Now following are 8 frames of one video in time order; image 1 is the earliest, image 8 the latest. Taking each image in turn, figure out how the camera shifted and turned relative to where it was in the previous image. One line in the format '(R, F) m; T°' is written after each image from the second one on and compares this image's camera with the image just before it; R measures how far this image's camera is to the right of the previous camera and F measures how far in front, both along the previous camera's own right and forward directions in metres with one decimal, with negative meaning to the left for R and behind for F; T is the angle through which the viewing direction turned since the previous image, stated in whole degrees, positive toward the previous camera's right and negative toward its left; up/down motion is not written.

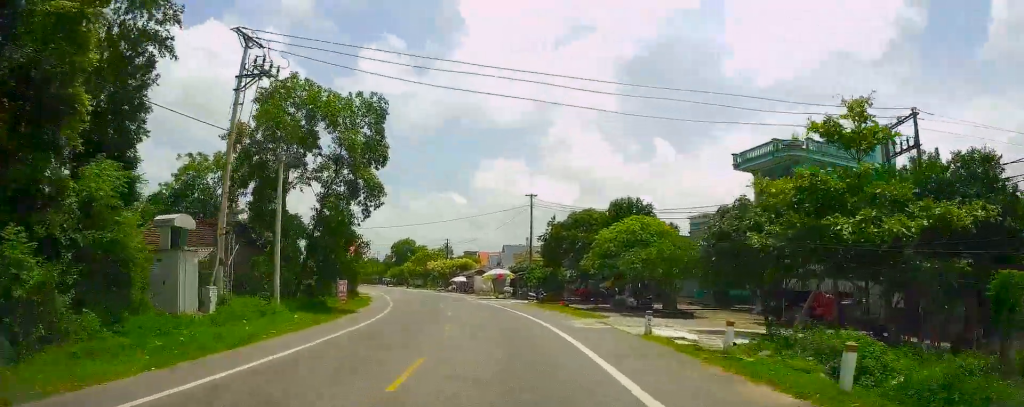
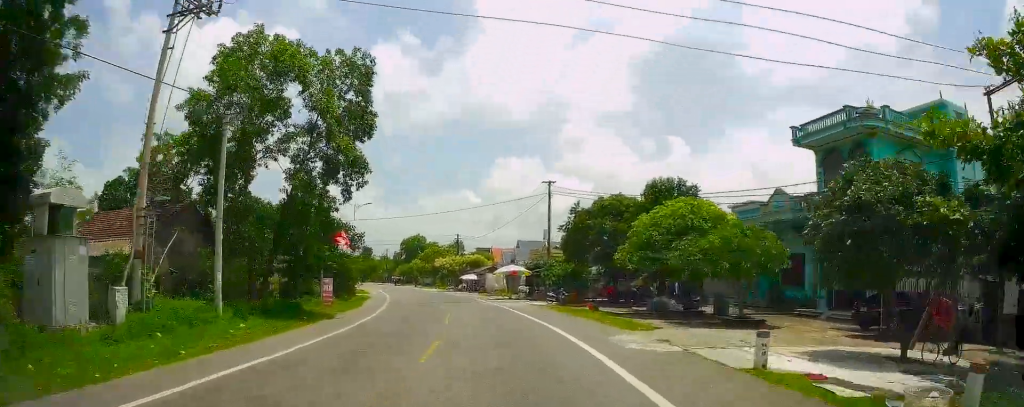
(+0.1, +6.6) m; -1°
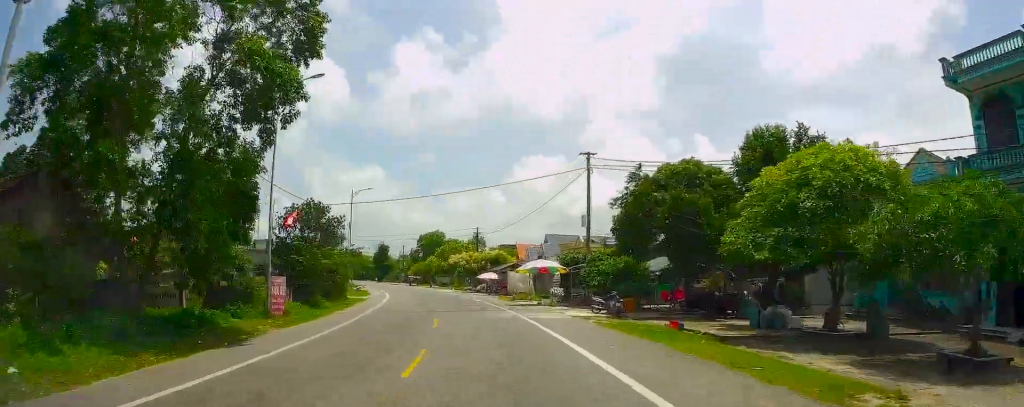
(-2.0, +11.7) m; -10°
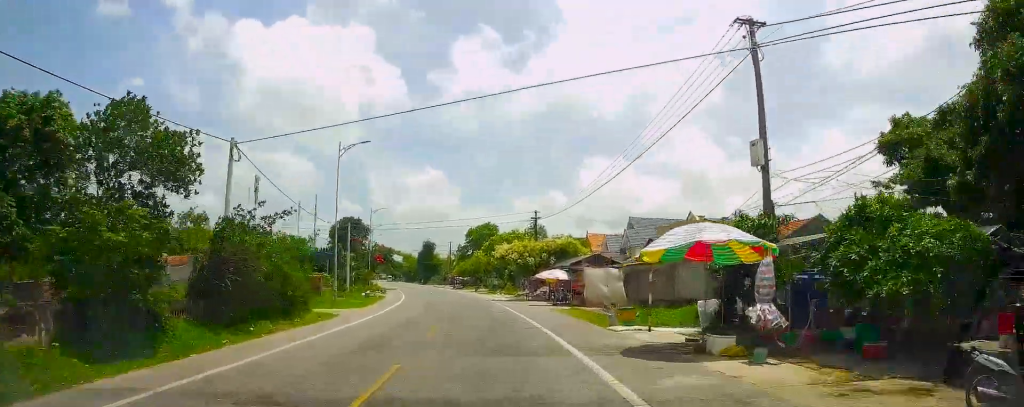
(-1.5, +22.4) m; -9°
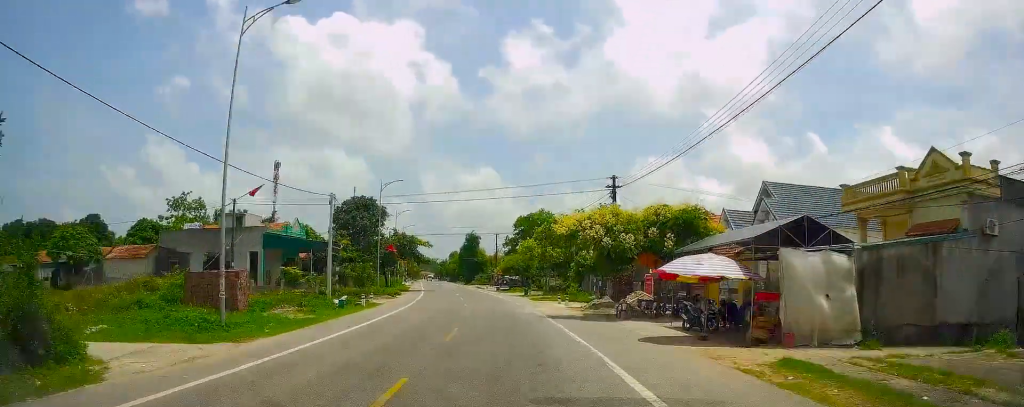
(-1.5, +21.9) m; -4°
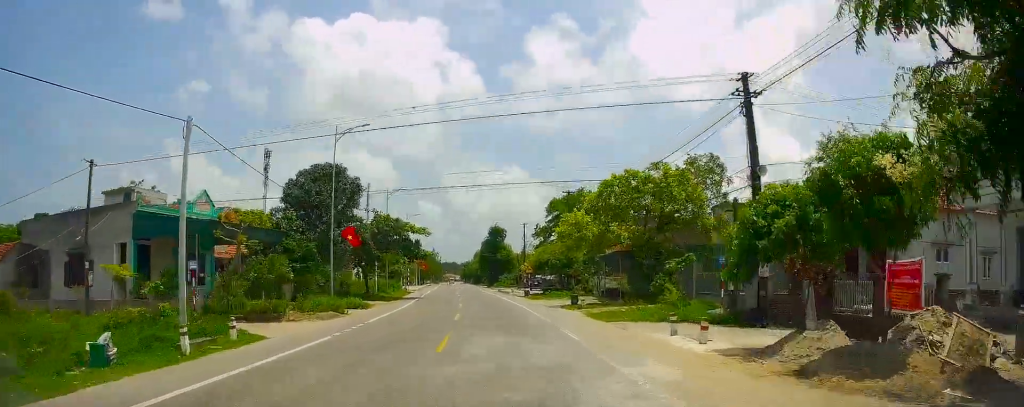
(-0.1, +22.5) m; -3°
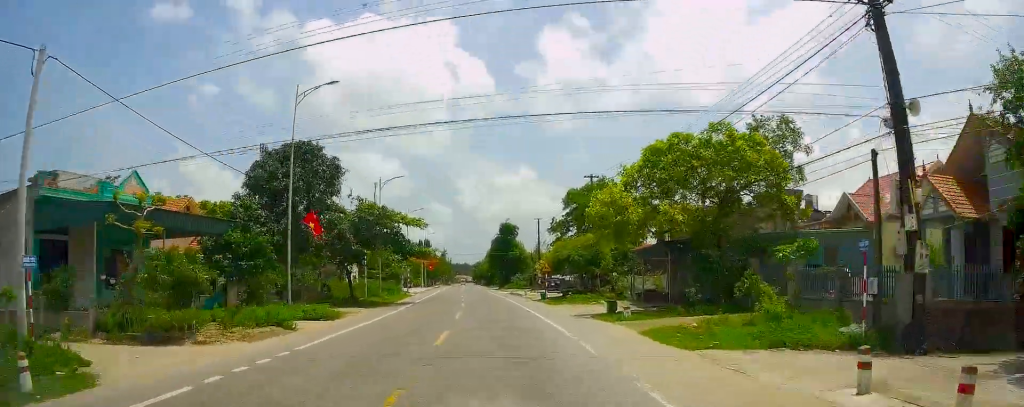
(-0.4, +8.9) m; -3°
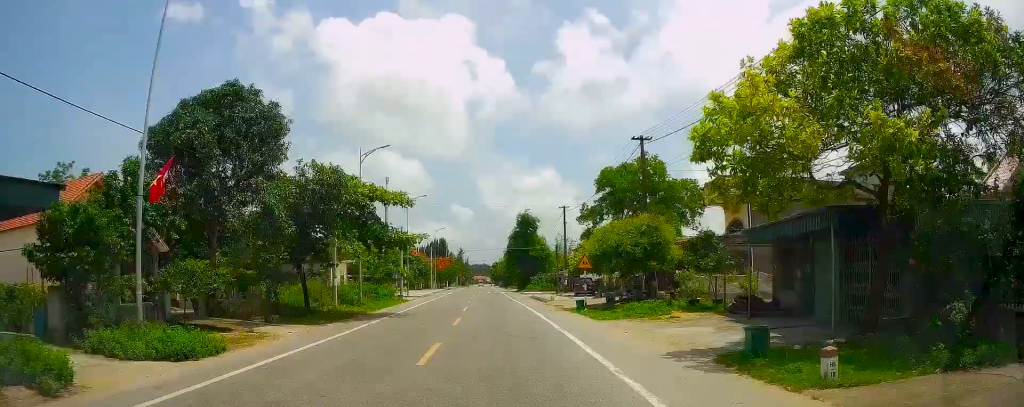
(-0.5, +13.3) m; -4°
